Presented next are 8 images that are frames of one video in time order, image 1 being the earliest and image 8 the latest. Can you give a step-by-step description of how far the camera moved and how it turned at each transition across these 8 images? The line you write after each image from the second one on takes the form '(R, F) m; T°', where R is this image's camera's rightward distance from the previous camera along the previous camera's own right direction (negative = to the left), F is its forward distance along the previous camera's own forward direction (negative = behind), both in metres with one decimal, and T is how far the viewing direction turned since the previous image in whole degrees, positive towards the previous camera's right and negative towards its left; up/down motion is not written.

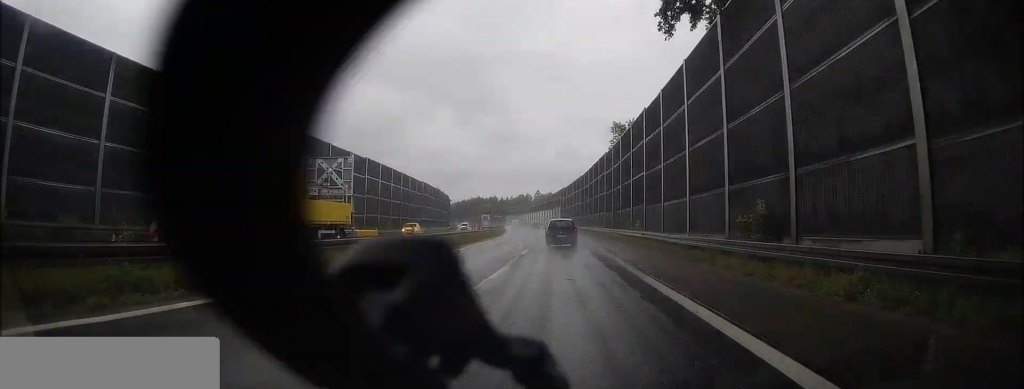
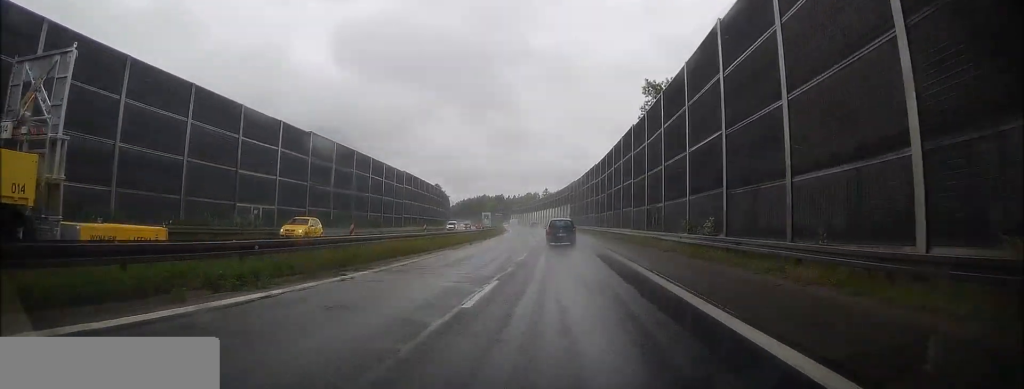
(-0.2, +17.3) m; -1°
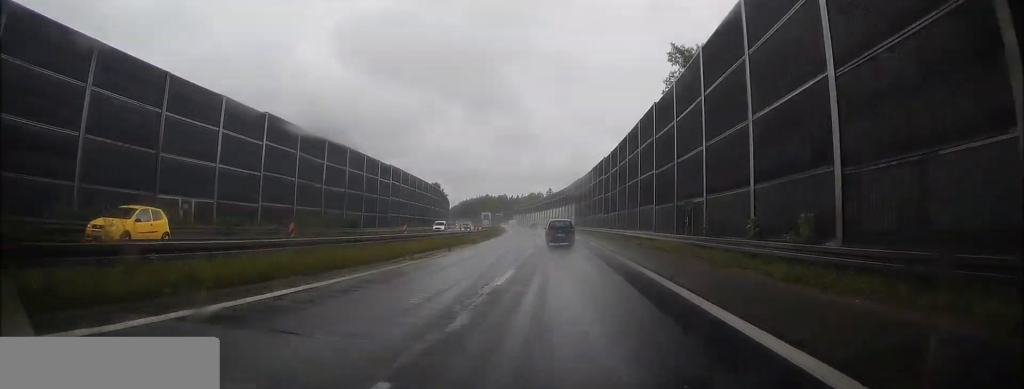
(0.0, +8.7) m; 0°
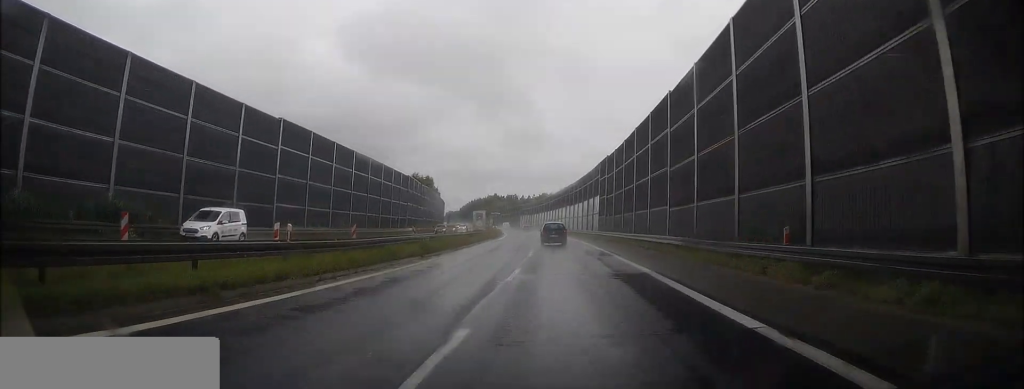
(-0.5, +34.0) m; -2°
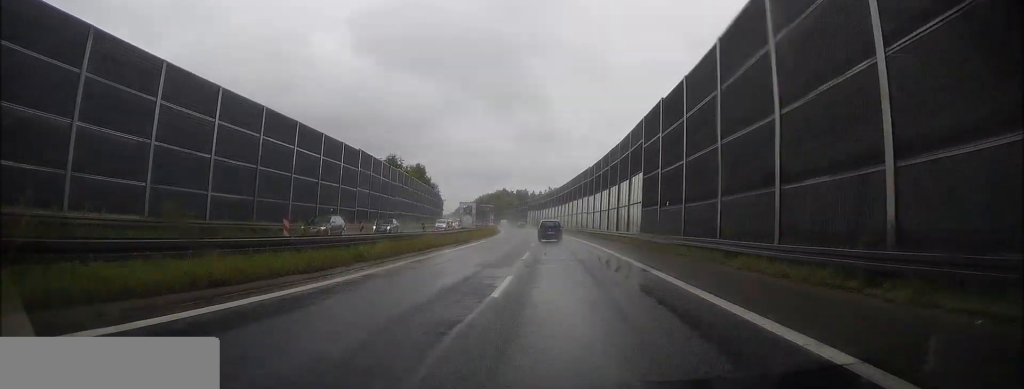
(-0.3, +27.3) m; -1°
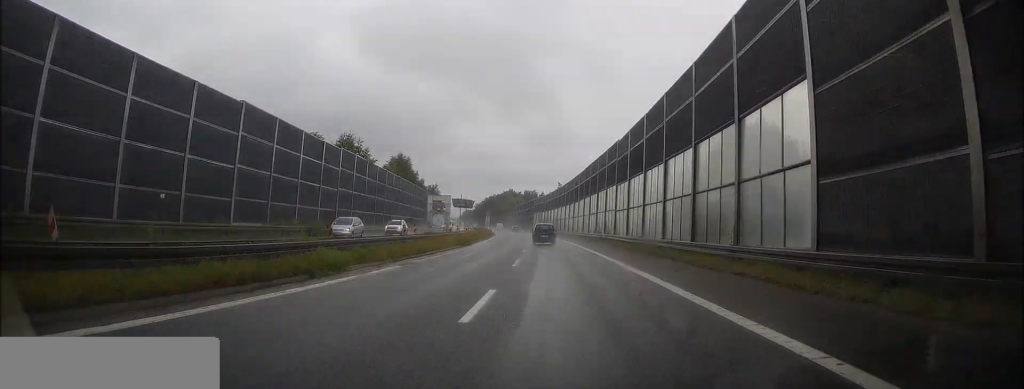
(-0.1, +26.3) m; -1°
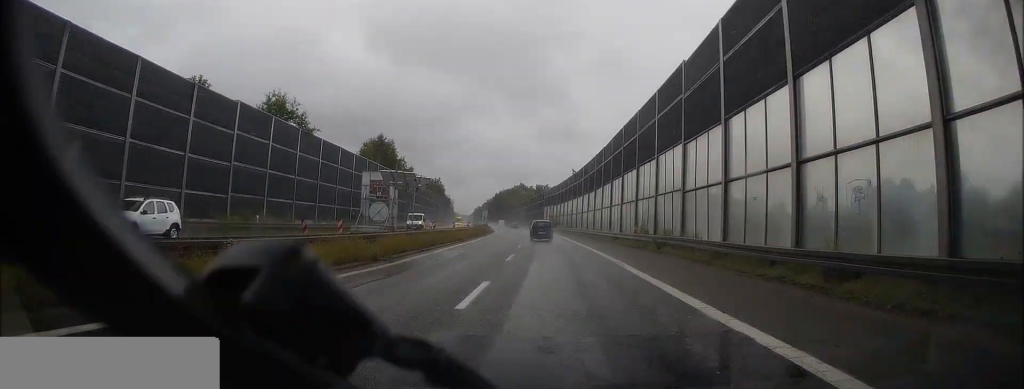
(-0.1, +22.7) m; -1°
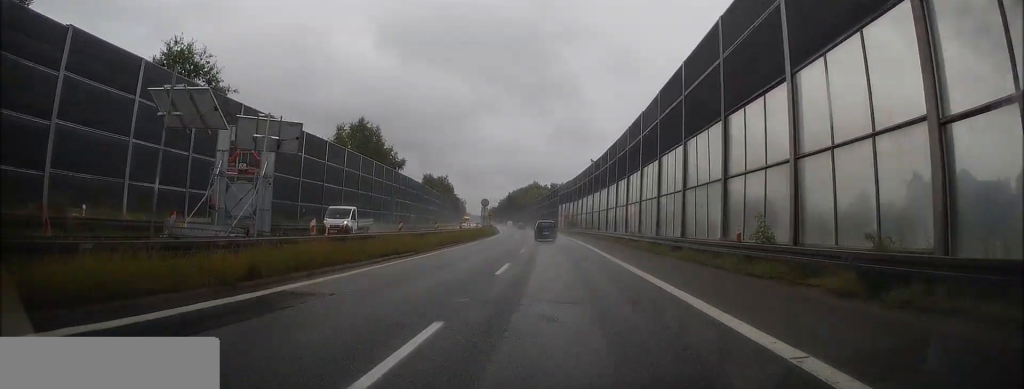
(-0.2, +17.4) m; -1°
